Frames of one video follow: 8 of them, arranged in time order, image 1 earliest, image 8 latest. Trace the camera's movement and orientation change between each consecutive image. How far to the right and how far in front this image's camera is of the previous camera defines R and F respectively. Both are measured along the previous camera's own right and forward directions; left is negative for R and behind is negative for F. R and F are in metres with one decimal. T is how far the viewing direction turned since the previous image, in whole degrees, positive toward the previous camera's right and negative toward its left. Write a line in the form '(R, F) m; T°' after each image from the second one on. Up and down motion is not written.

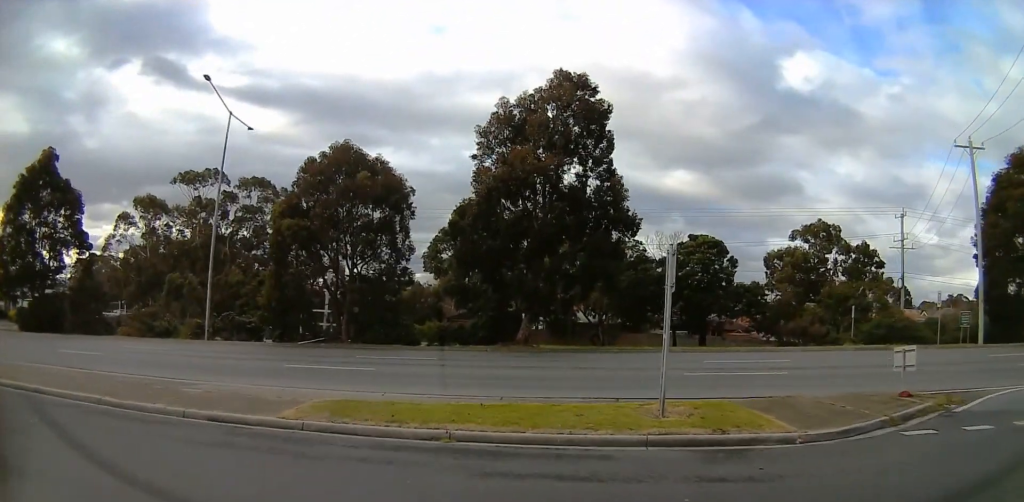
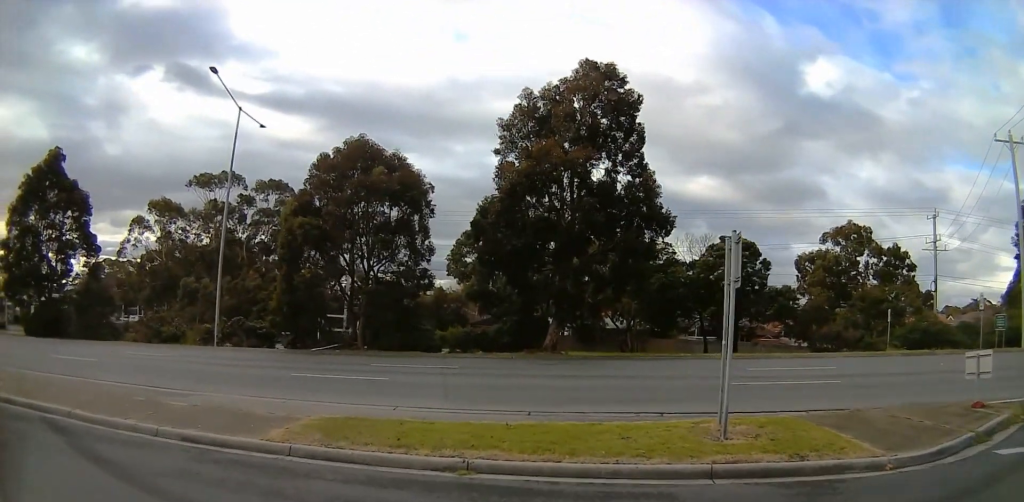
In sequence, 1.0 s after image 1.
(+0.2, +3.3) m; -22°
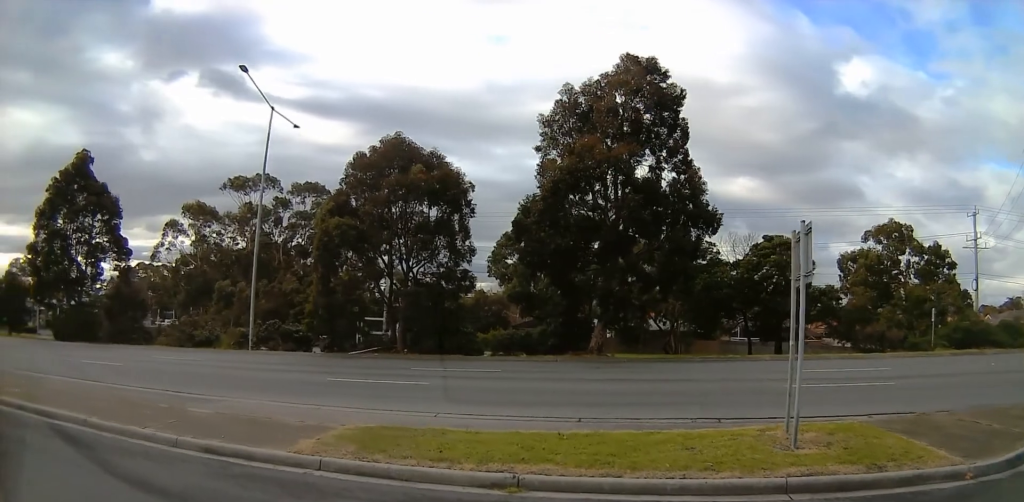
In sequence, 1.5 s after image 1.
(-0.1, +1.0) m; -14°
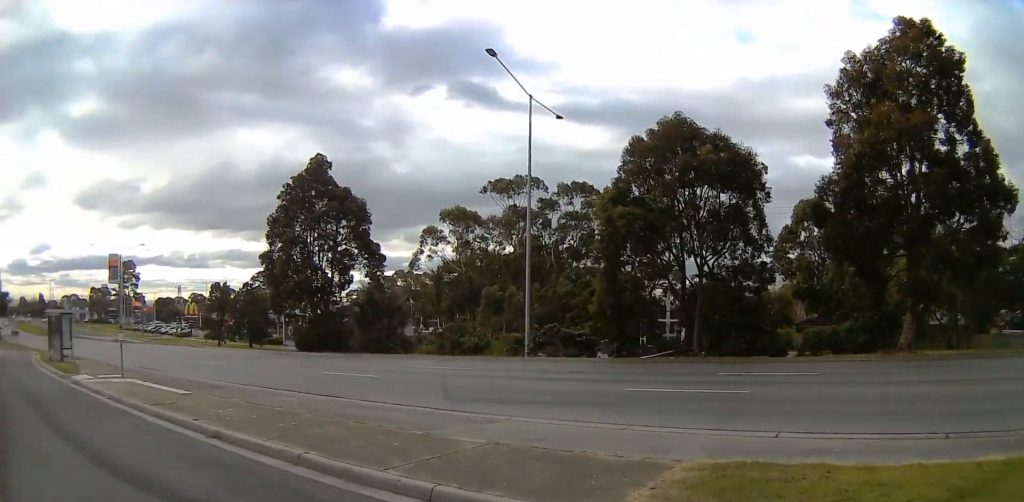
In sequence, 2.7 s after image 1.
(-1.9, +3.3) m; -32°
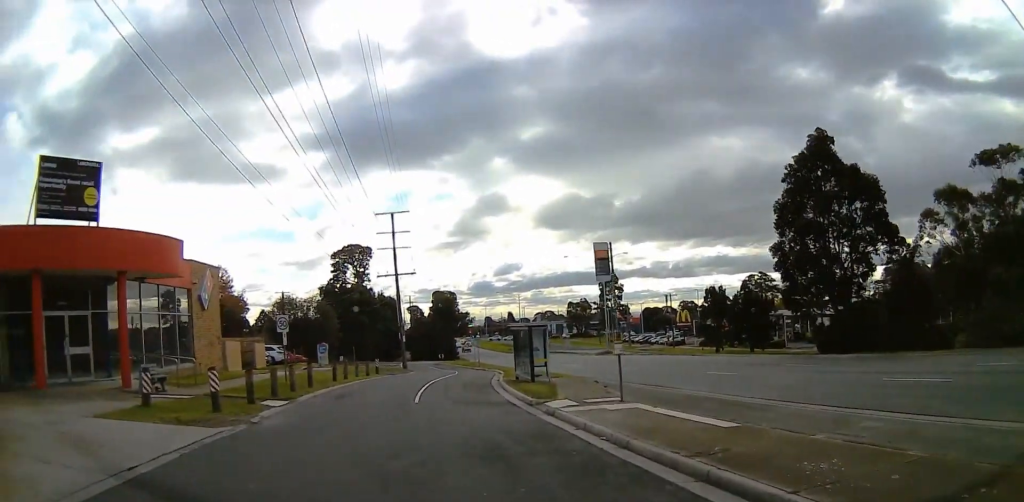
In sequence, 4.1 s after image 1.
(-0.3, +5.5) m; -11°
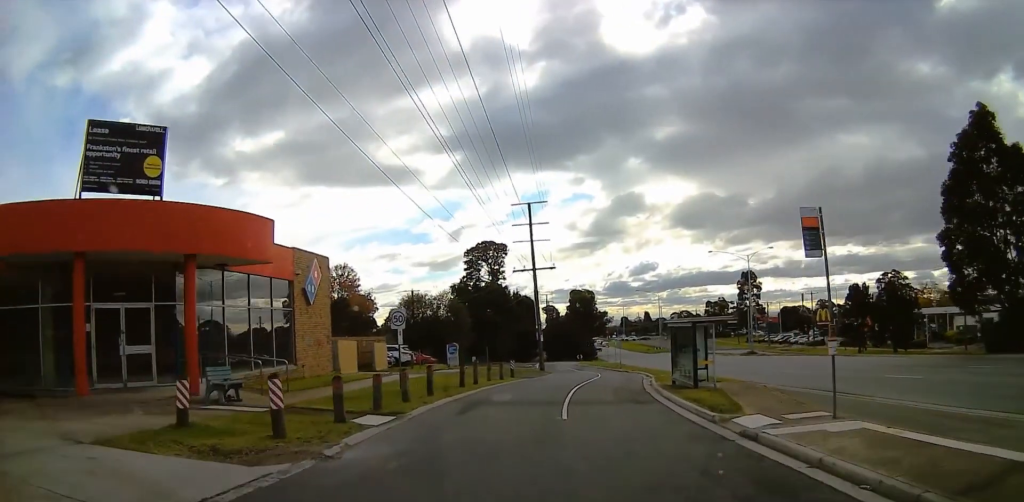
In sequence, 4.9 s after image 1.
(-0.4, +4.5) m; -3°
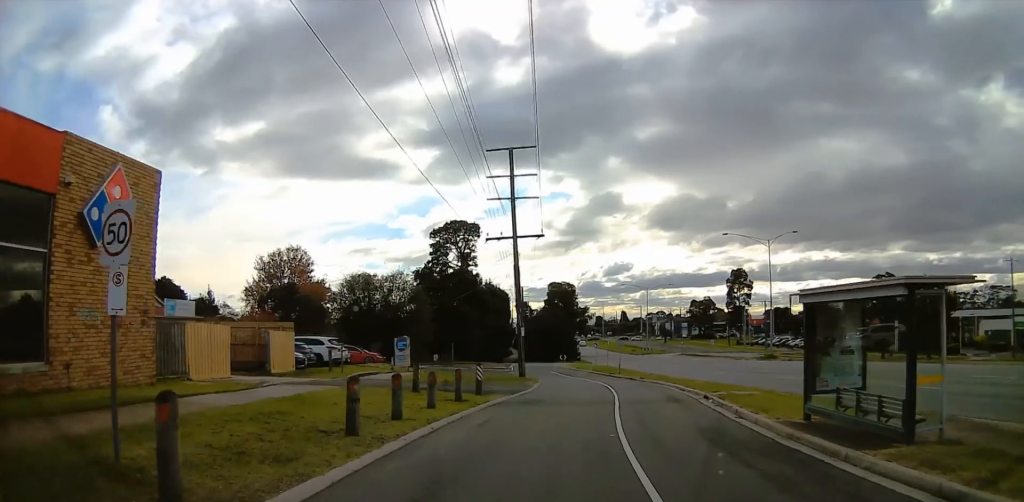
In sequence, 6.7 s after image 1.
(+0.2, +14.7) m; +5°
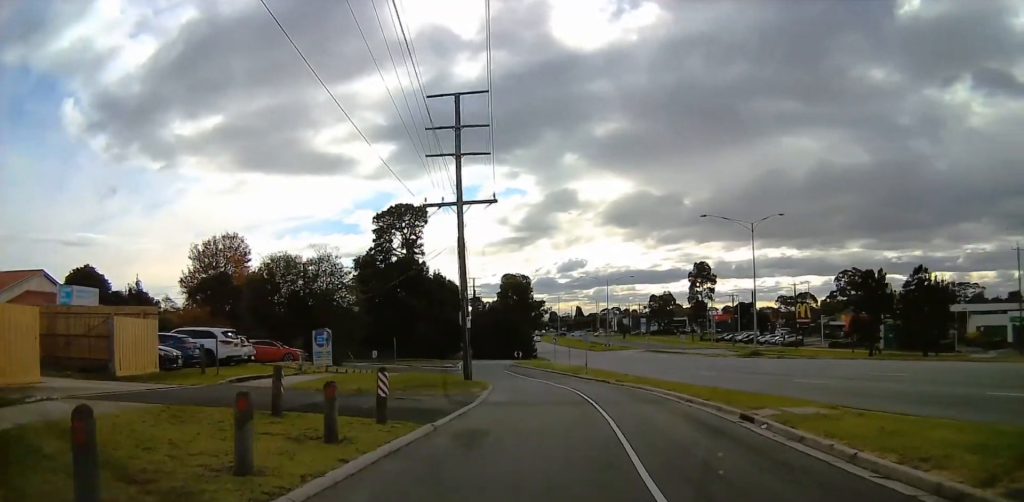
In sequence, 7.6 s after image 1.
(+0.3, +8.0) m; +4°
